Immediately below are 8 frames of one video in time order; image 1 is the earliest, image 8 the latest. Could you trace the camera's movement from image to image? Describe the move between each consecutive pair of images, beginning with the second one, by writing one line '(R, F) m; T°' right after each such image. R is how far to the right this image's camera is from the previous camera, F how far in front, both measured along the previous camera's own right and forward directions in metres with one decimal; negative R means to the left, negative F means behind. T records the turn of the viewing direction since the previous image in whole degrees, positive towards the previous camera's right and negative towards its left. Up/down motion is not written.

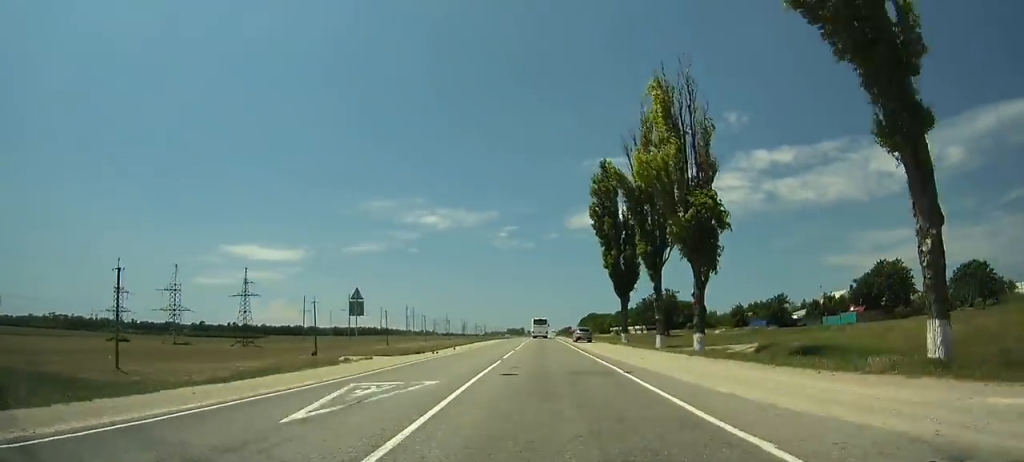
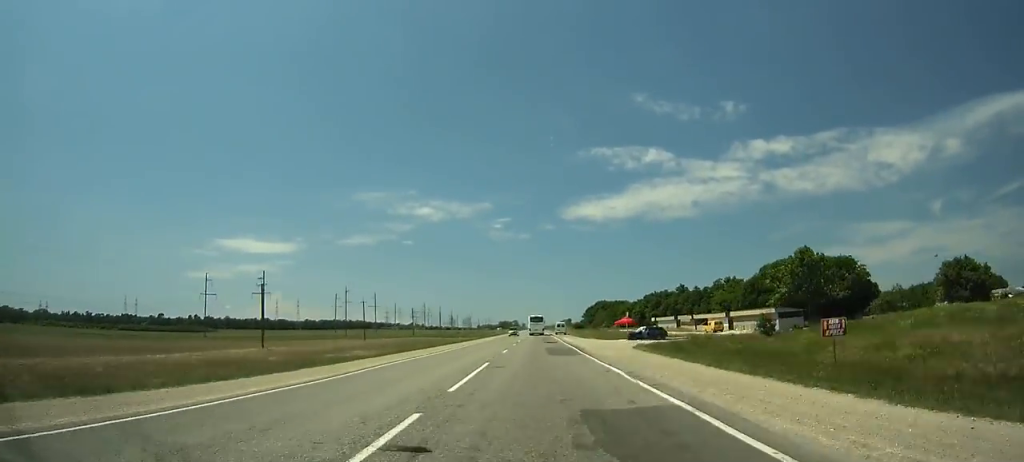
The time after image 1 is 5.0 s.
(-0.2, +109.8) m; 0°
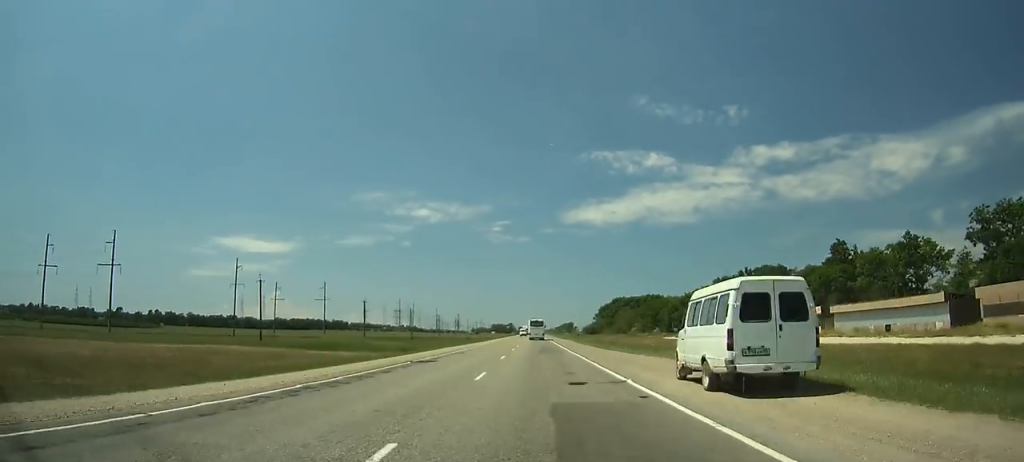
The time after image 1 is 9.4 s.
(0.0, +97.4) m; 0°
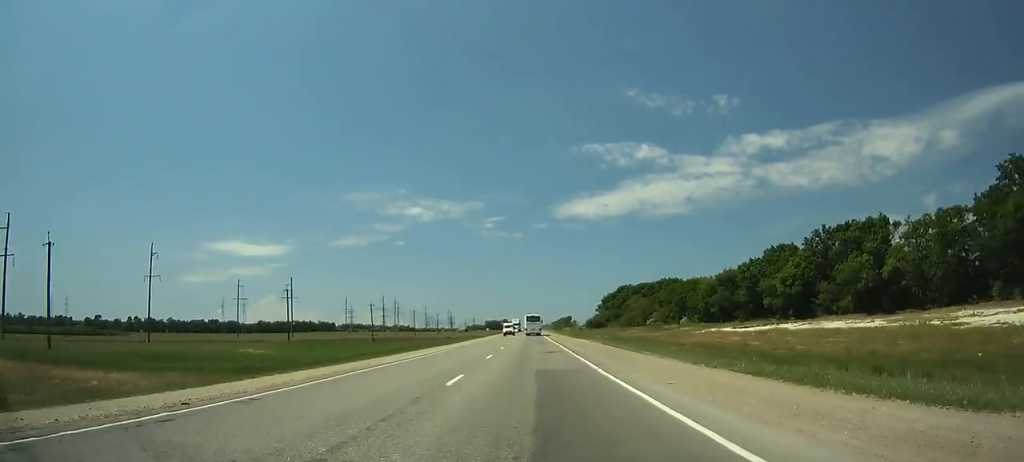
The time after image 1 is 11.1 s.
(+0.1, +37.9) m; 0°
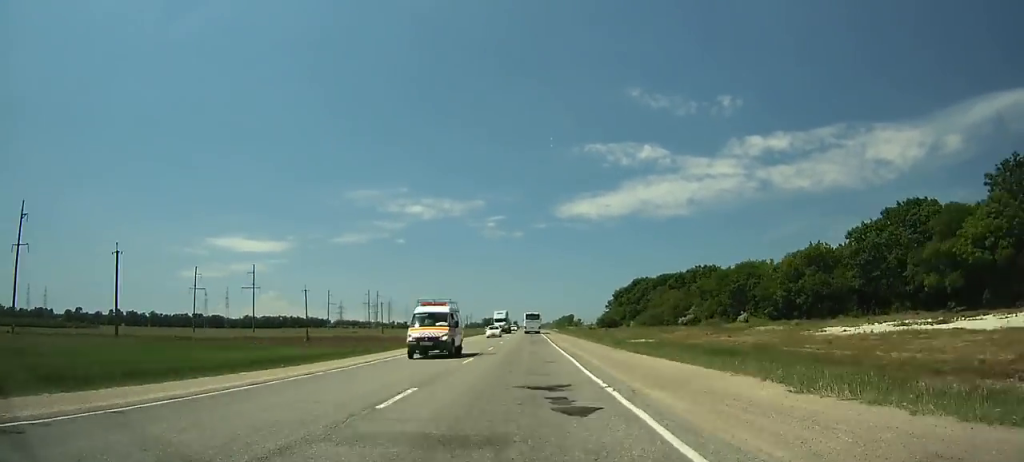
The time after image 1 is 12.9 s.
(+0.2, +40.2) m; 0°
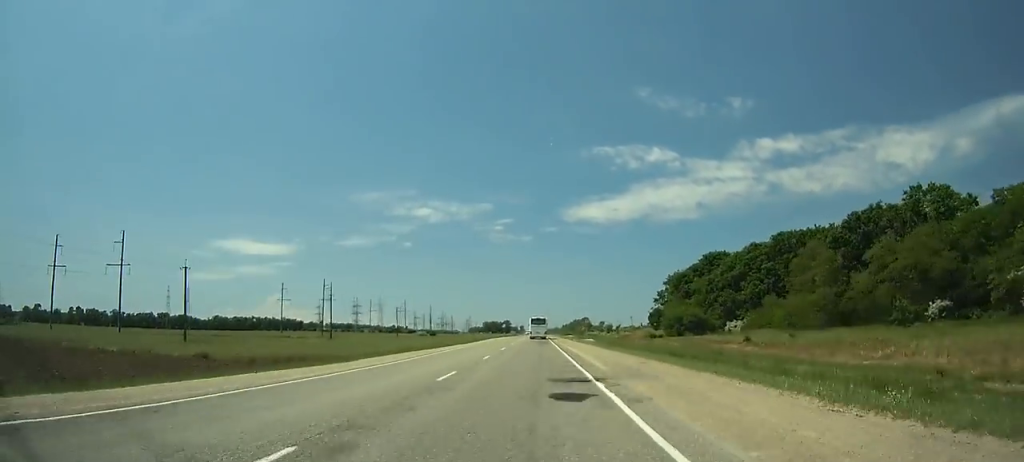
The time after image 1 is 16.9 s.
(-0.4, +89.7) m; -1°
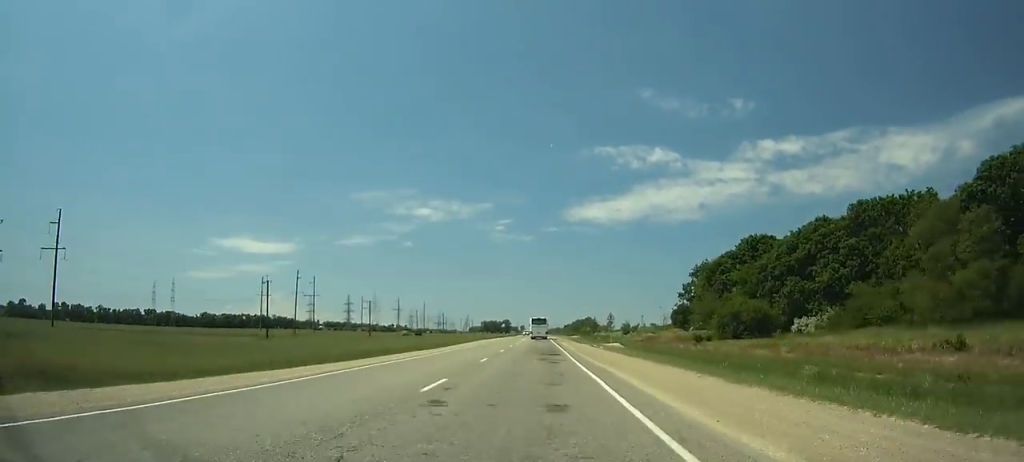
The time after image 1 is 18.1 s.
(-0.1, +26.9) m; 0°
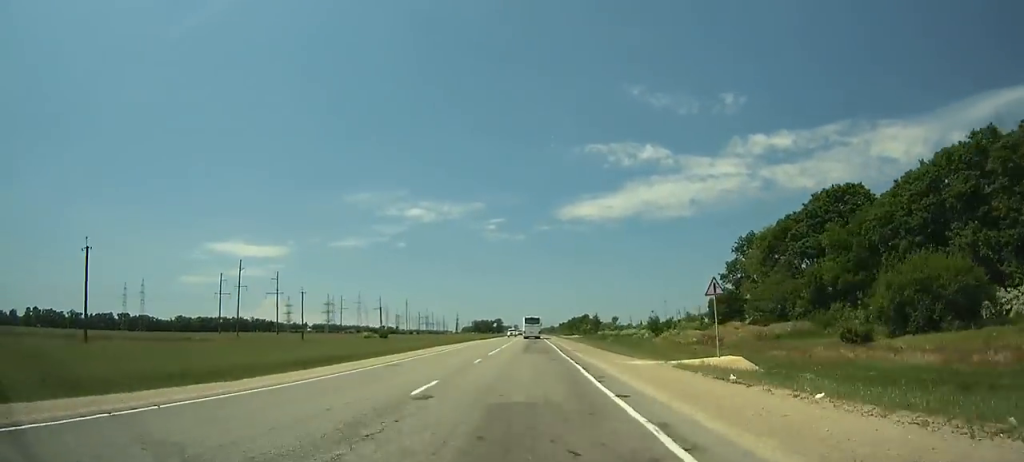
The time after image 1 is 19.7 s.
(-0.1, +36.0) m; 0°
